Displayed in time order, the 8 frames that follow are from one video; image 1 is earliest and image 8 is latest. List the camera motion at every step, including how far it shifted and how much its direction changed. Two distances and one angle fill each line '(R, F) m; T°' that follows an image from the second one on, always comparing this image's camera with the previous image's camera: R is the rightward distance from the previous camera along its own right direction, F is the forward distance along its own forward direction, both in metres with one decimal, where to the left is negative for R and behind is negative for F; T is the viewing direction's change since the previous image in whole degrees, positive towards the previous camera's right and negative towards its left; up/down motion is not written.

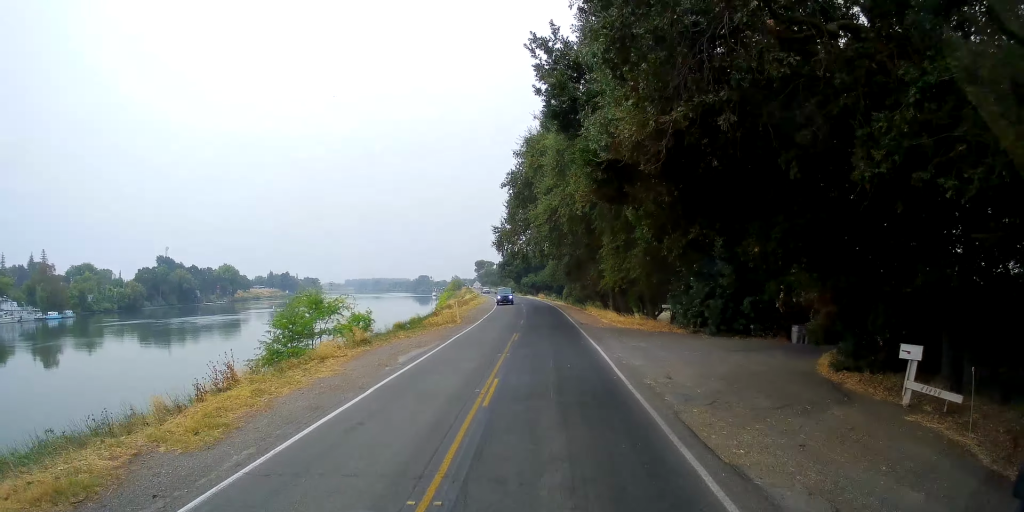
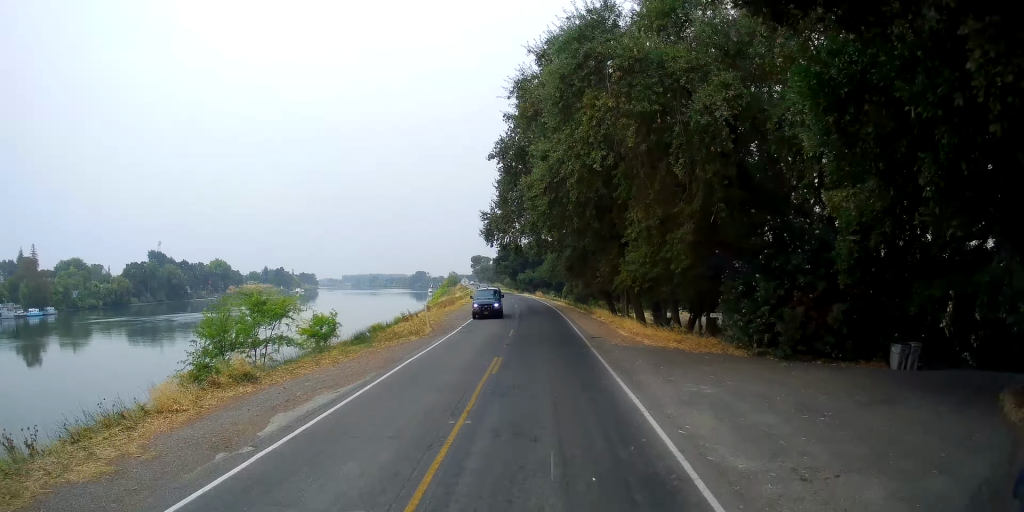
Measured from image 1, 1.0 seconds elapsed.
(-0.3, +9.7) m; -2°
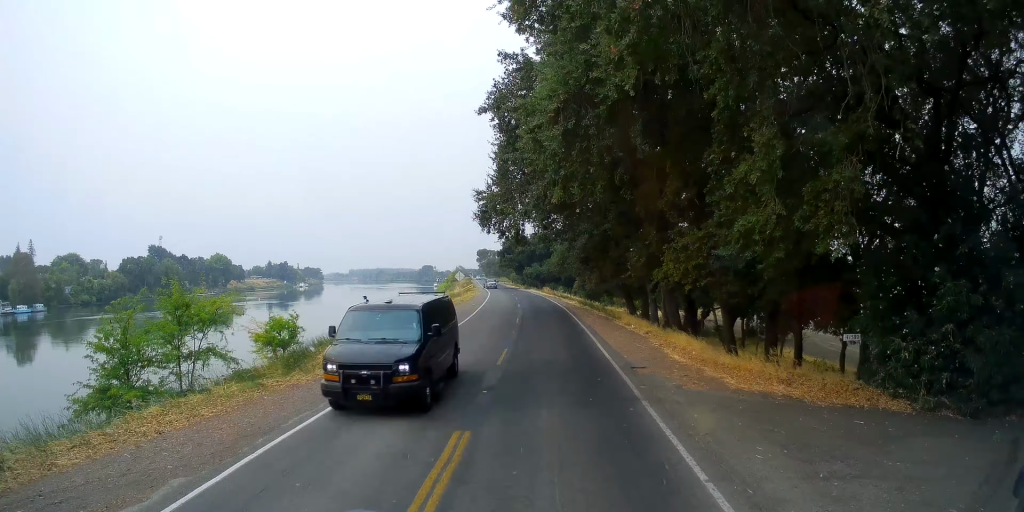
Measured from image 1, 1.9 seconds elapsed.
(0.0, +10.0) m; +1°
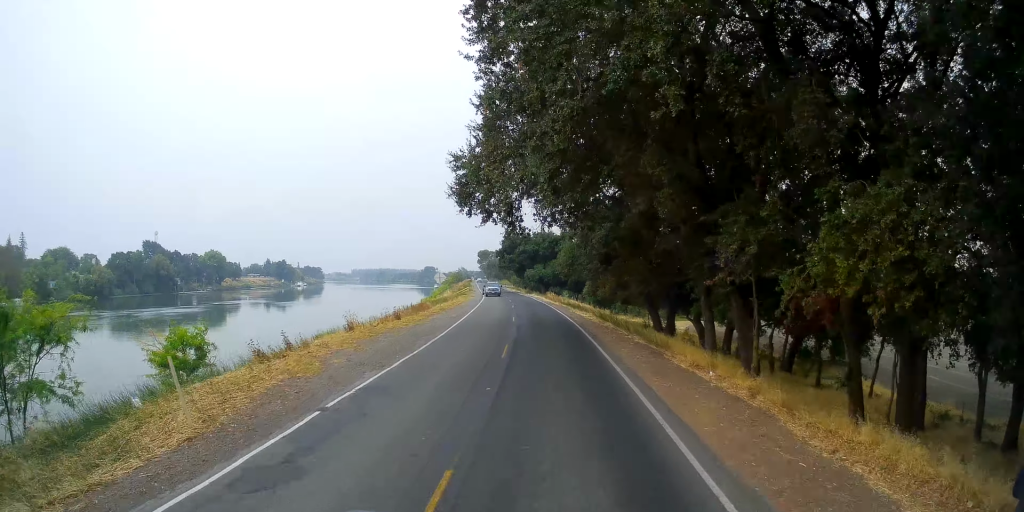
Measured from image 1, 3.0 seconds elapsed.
(+0.2, +12.2) m; +2°
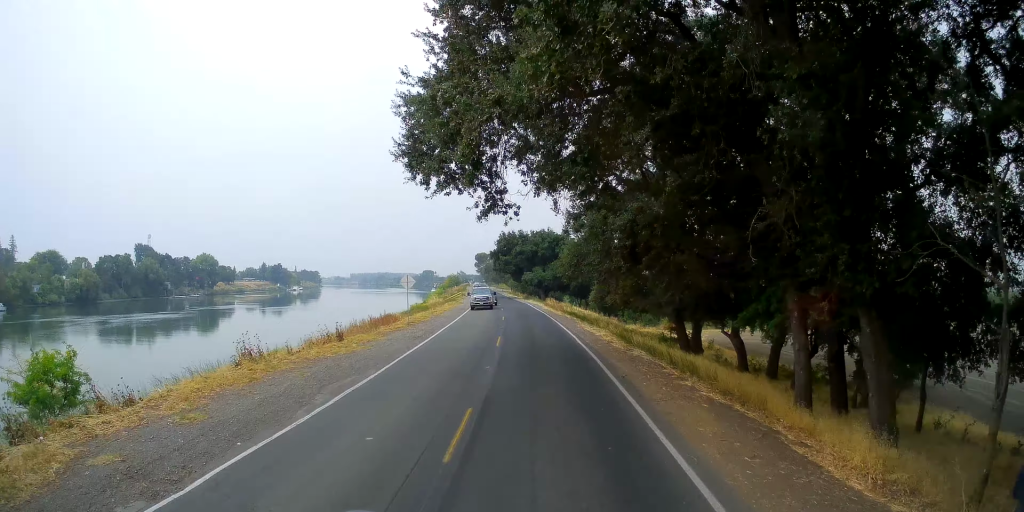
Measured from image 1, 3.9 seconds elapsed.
(+0.1, +9.9) m; 0°
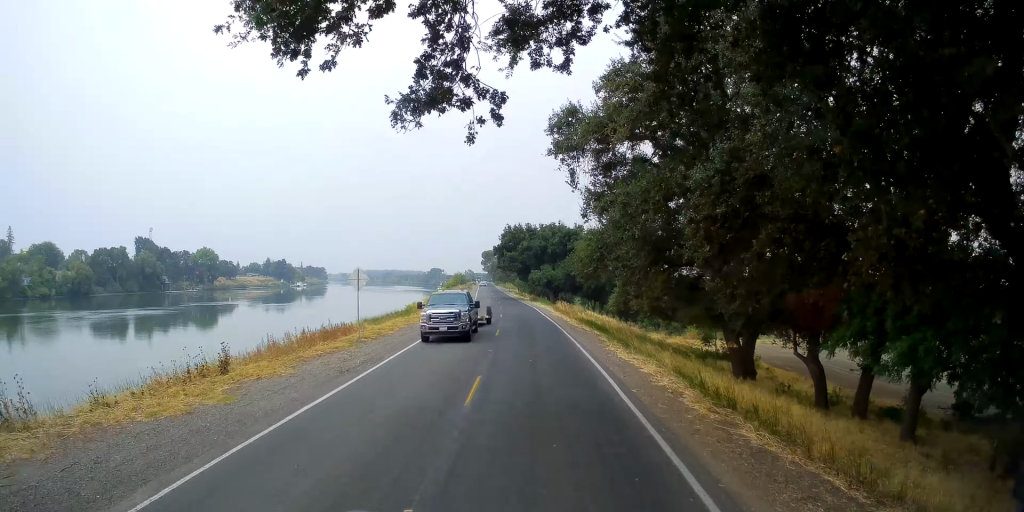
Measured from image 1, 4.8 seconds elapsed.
(-0.1, +10.3) m; -1°
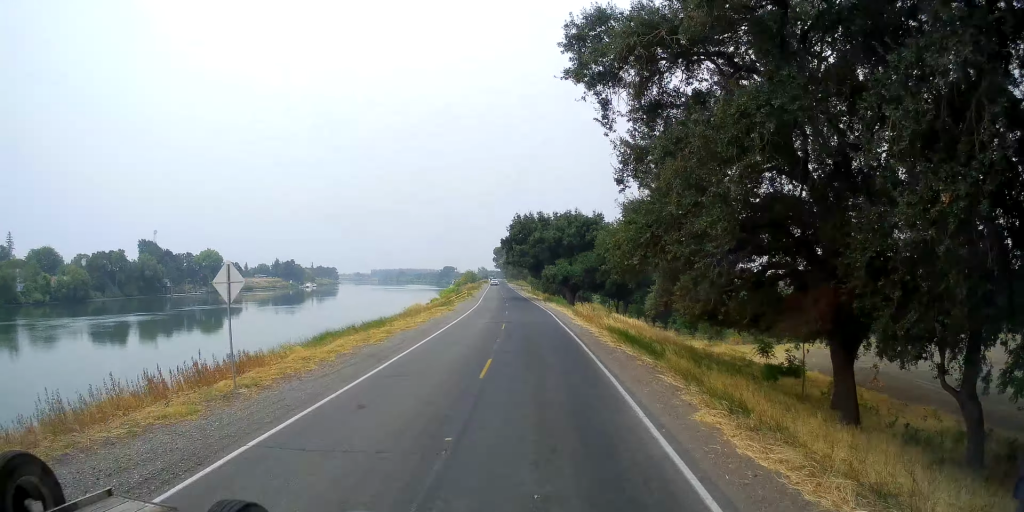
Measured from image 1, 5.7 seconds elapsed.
(-0.2, +11.8) m; -1°
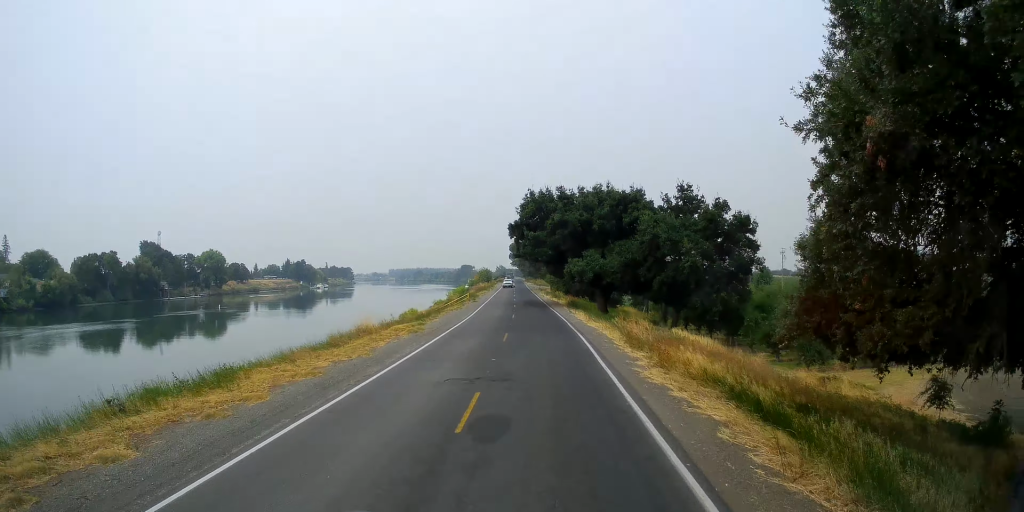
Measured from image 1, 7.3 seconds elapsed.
(-0.6, +19.8) m; -2°
